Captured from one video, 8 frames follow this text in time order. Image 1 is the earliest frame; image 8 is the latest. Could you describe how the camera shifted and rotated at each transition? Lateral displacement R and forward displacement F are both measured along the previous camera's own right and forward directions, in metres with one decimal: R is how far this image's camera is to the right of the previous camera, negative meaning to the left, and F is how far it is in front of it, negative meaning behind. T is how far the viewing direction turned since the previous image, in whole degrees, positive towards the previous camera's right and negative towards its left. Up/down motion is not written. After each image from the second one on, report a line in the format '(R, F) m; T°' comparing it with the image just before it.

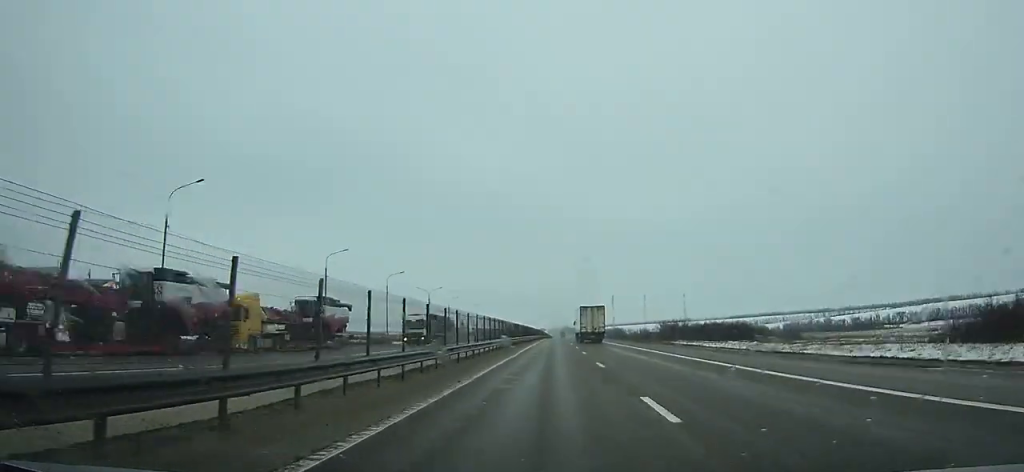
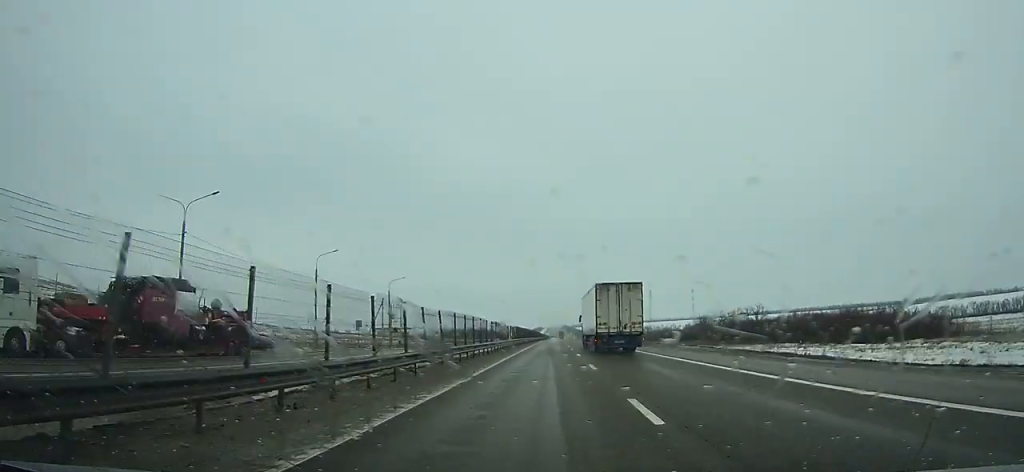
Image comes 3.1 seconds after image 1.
(0.0, +84.2) m; 0°
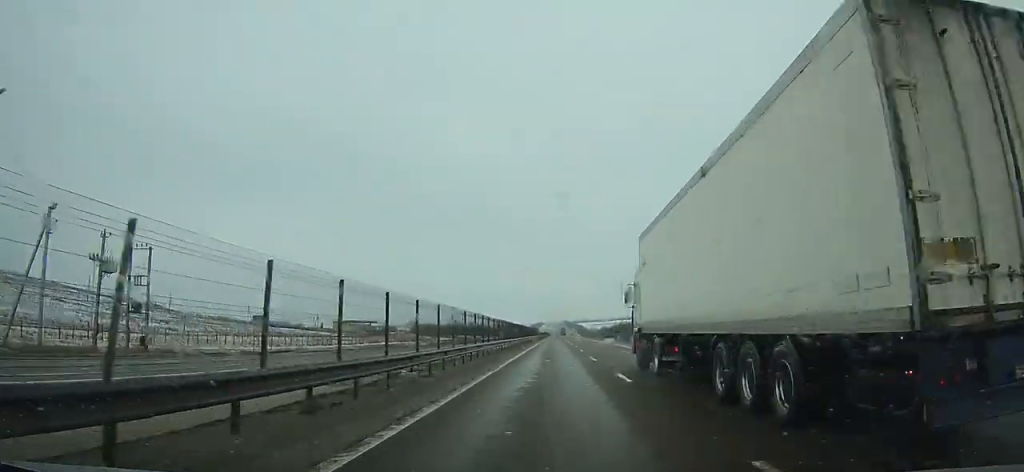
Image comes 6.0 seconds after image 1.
(0.0, +79.0) m; 0°
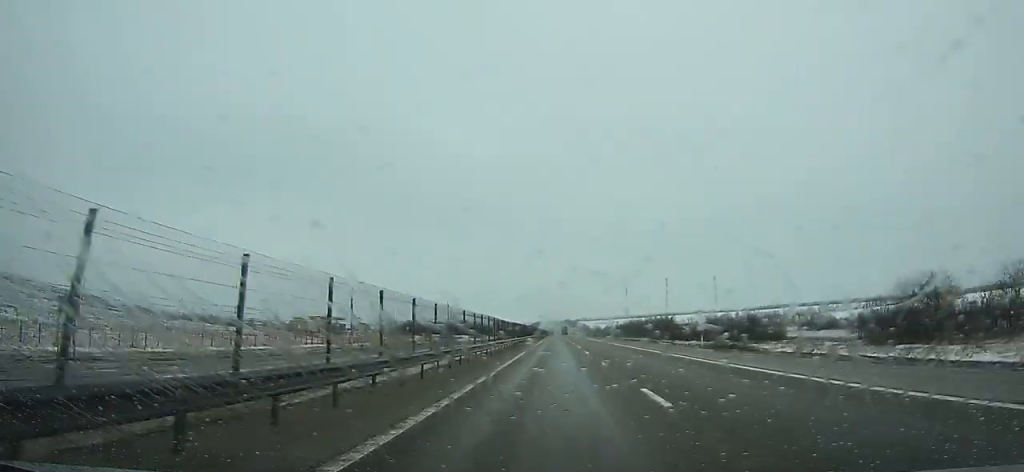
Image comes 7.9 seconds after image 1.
(+0.2, +51.7) m; 0°
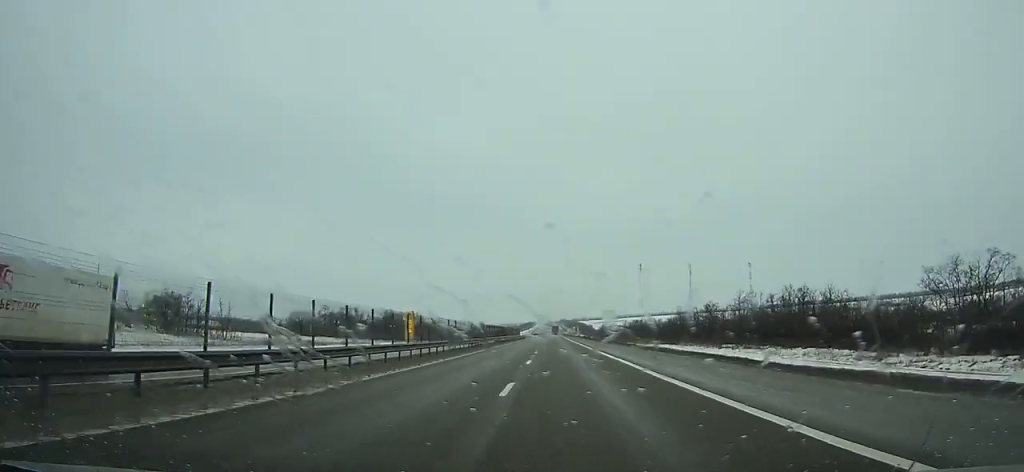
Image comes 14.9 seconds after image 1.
(+0.7, +191.3) m; 0°
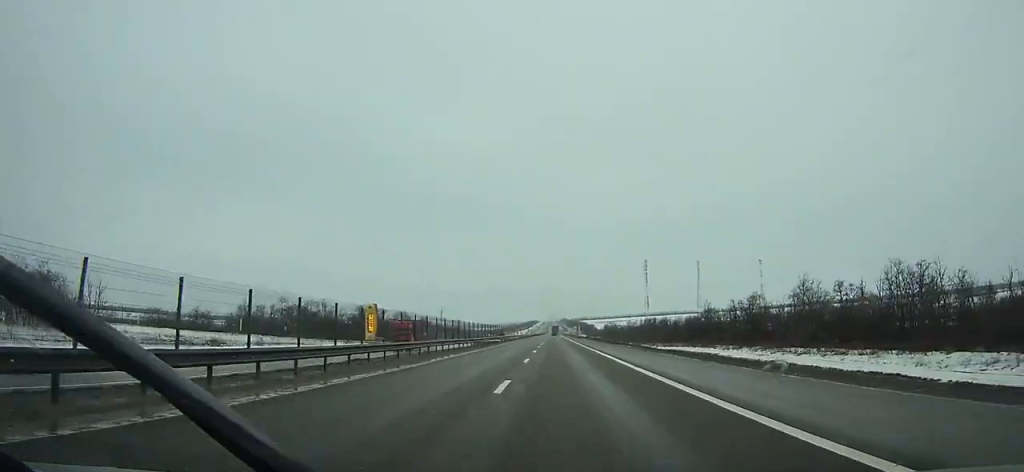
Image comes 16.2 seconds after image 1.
(0.0, +36.0) m; 0°
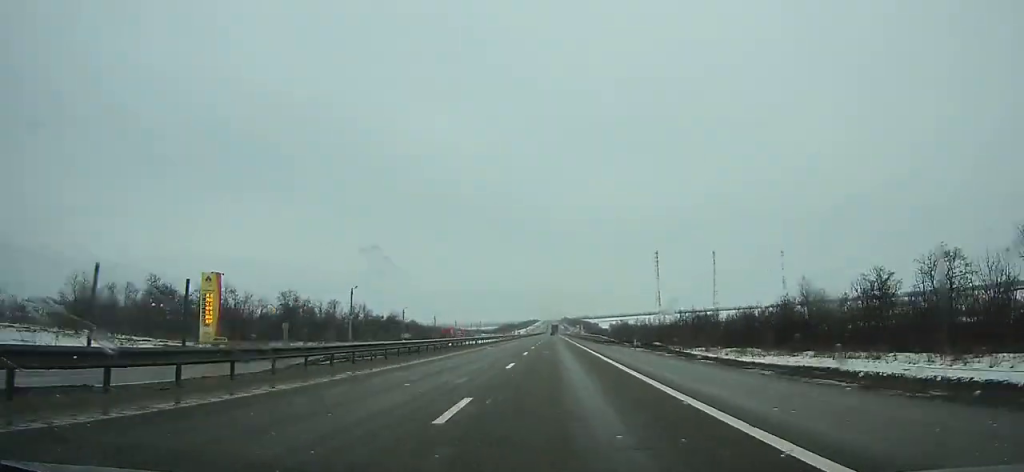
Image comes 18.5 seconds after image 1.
(0.0, +63.9) m; 0°
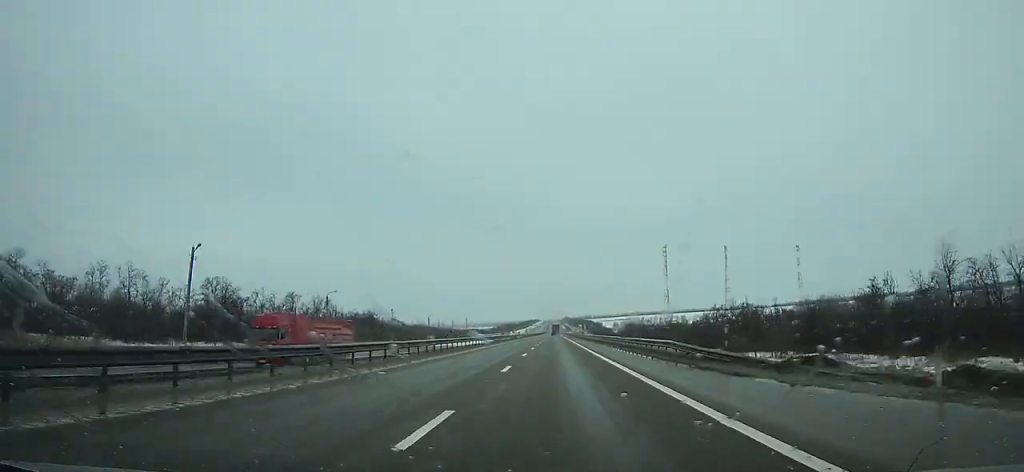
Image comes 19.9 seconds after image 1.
(-0.3, +39.3) m; 0°
